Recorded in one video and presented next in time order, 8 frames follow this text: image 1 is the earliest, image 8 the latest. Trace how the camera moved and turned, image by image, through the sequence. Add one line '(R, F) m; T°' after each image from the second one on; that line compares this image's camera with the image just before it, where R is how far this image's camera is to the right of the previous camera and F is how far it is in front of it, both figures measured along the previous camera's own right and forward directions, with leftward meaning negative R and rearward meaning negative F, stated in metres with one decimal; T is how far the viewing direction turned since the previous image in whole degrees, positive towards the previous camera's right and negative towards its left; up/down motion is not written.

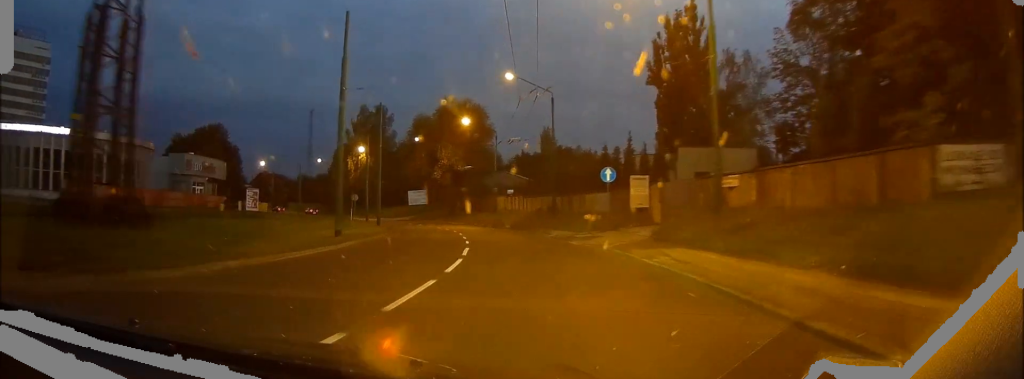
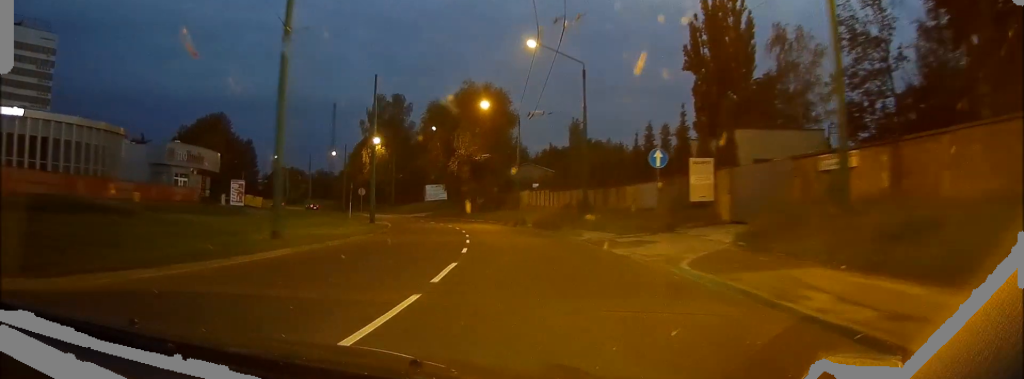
(-0.2, +8.9) m; -3°
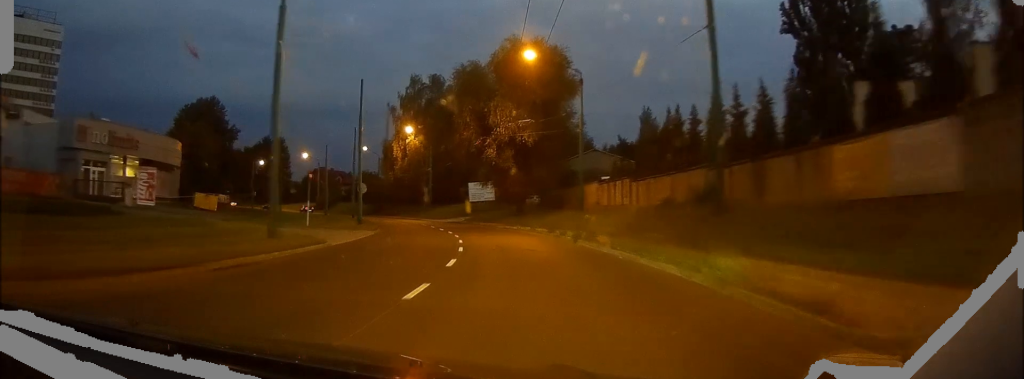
(-0.9, +21.7) m; -5°
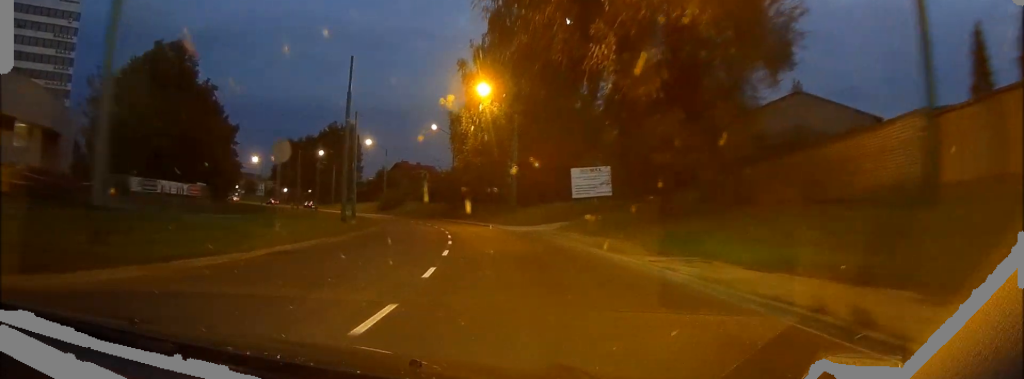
(-2.7, +32.9) m; -10°
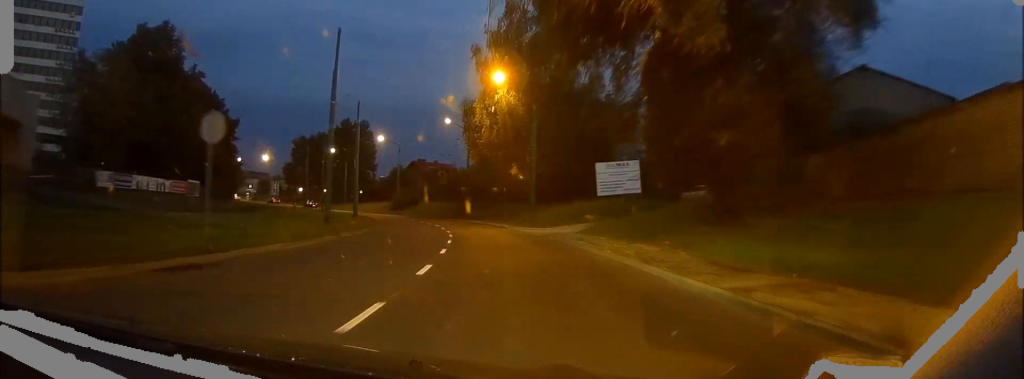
(-0.3, +6.0) m; -2°
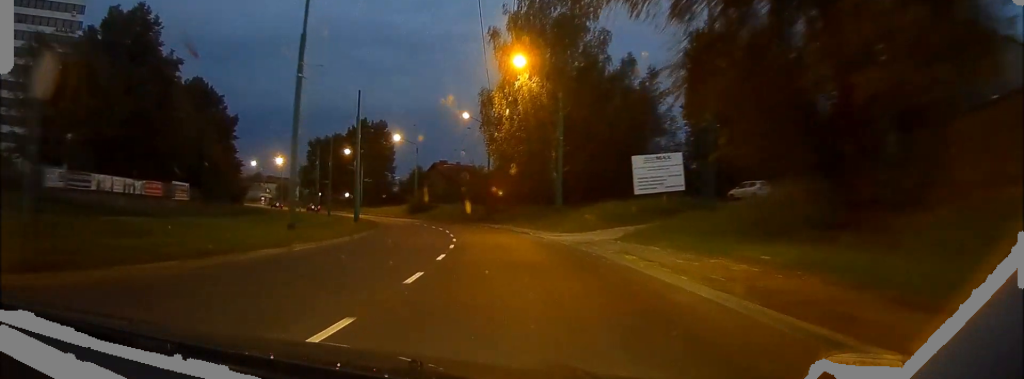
(0.0, +7.9) m; -3°
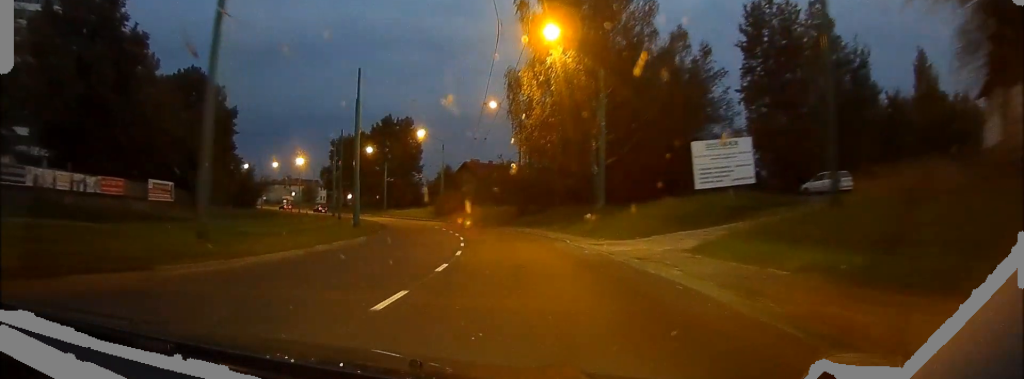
(-0.4, +9.0) m; -2°
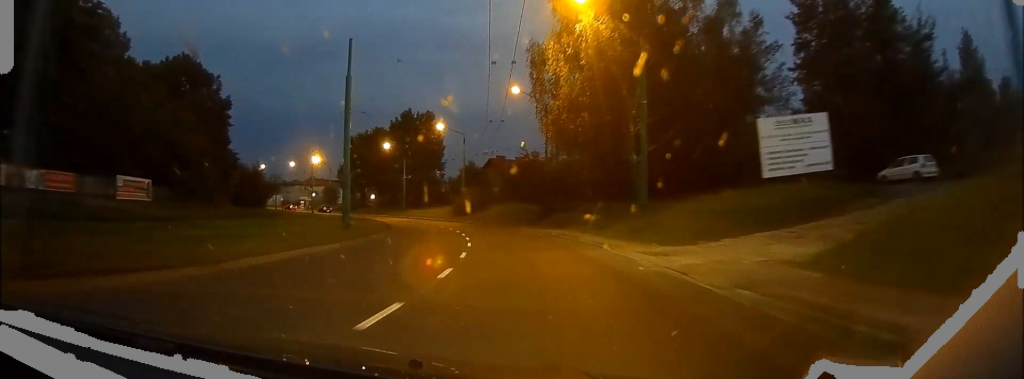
(-0.1, +7.1) m; -2°
